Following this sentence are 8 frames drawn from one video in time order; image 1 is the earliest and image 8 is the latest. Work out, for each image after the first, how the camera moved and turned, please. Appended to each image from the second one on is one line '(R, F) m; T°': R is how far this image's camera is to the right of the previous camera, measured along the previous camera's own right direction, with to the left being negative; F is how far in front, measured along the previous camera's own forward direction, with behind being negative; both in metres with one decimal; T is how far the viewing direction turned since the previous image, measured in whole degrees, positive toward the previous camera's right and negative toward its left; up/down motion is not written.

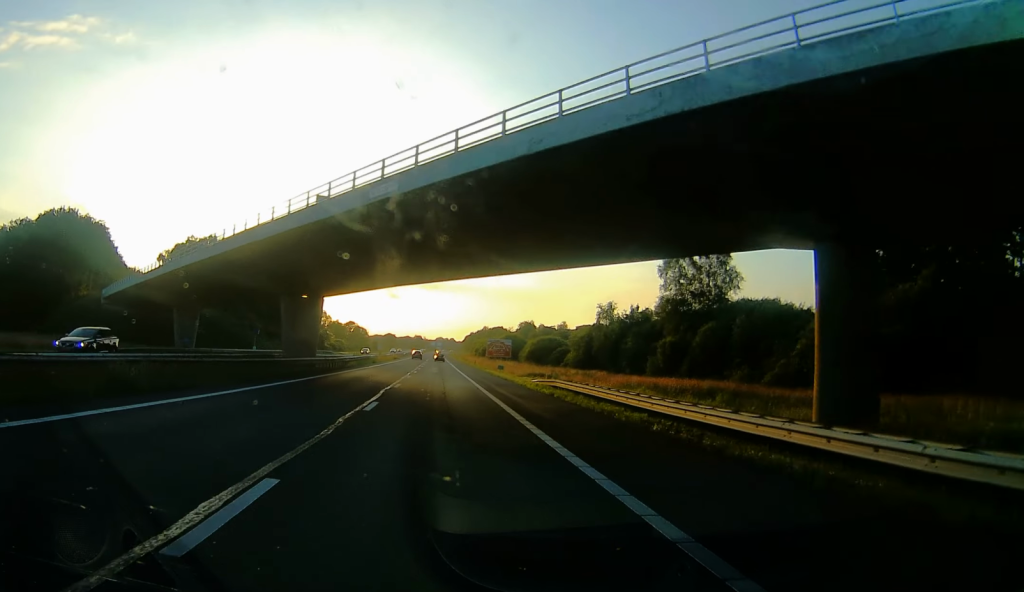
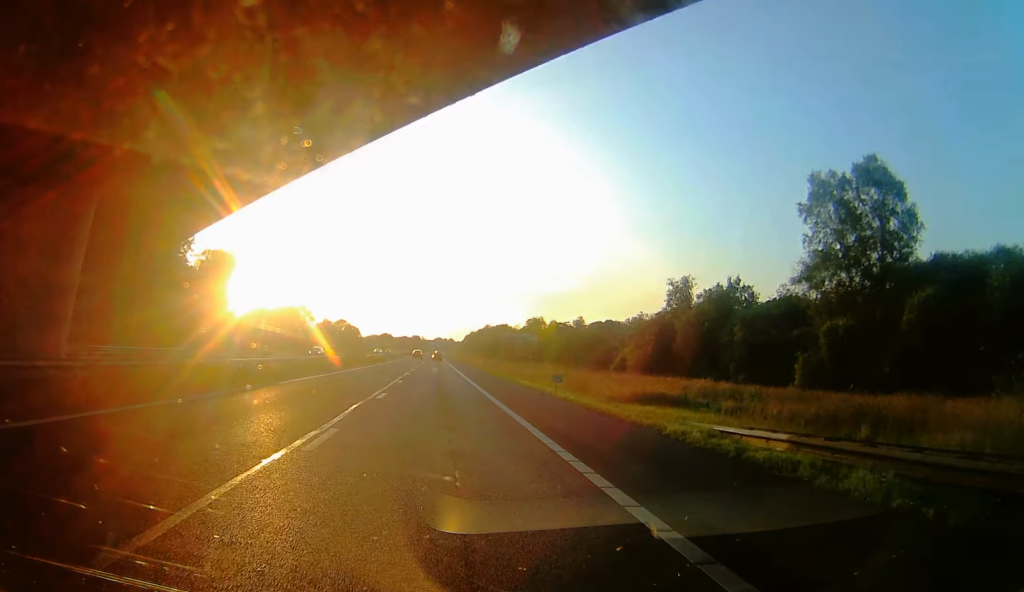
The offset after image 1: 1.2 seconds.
(-0.8, +31.9) m; -3°
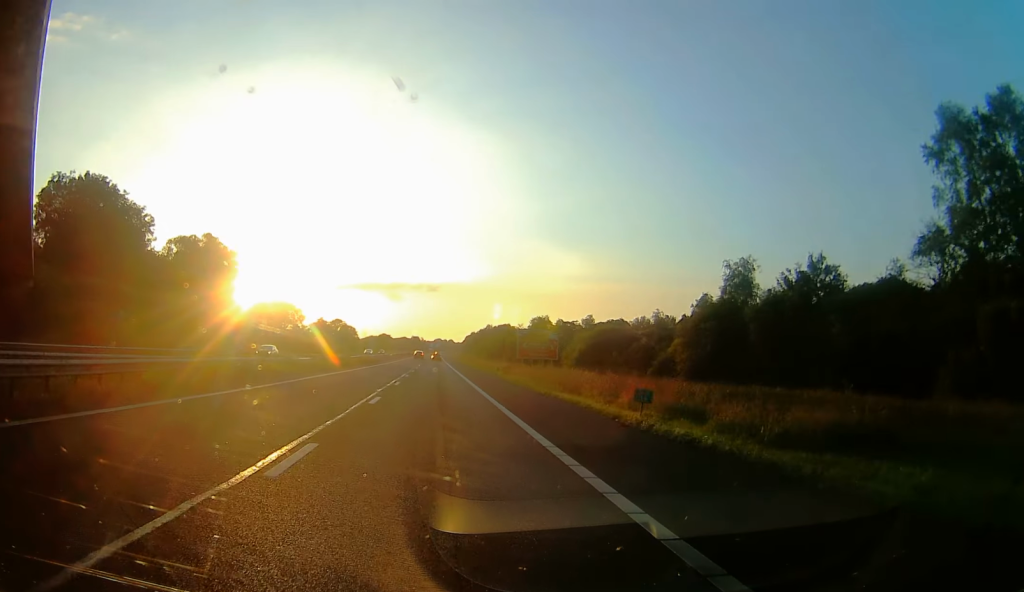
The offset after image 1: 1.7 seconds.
(-0.3, +14.3) m; +1°
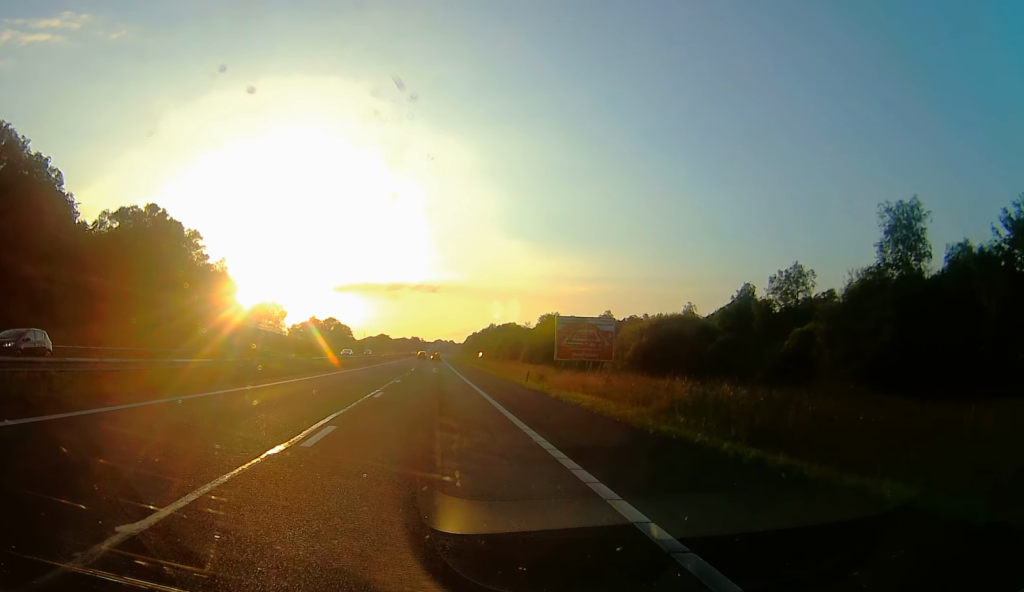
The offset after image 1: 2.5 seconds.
(+0.2, +22.0) m; +1°
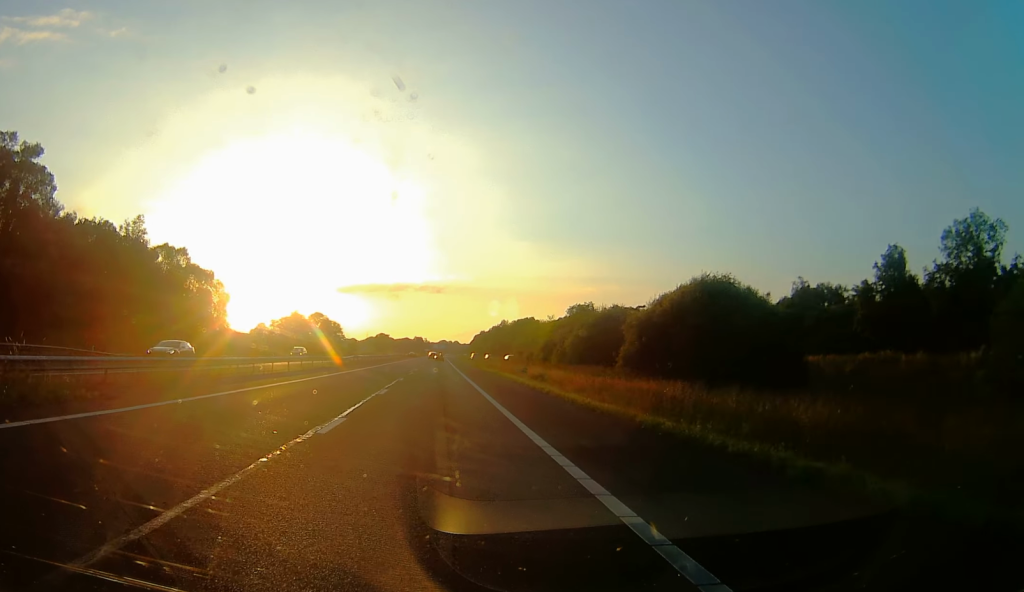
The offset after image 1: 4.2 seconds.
(+0.2, +47.2) m; -3°
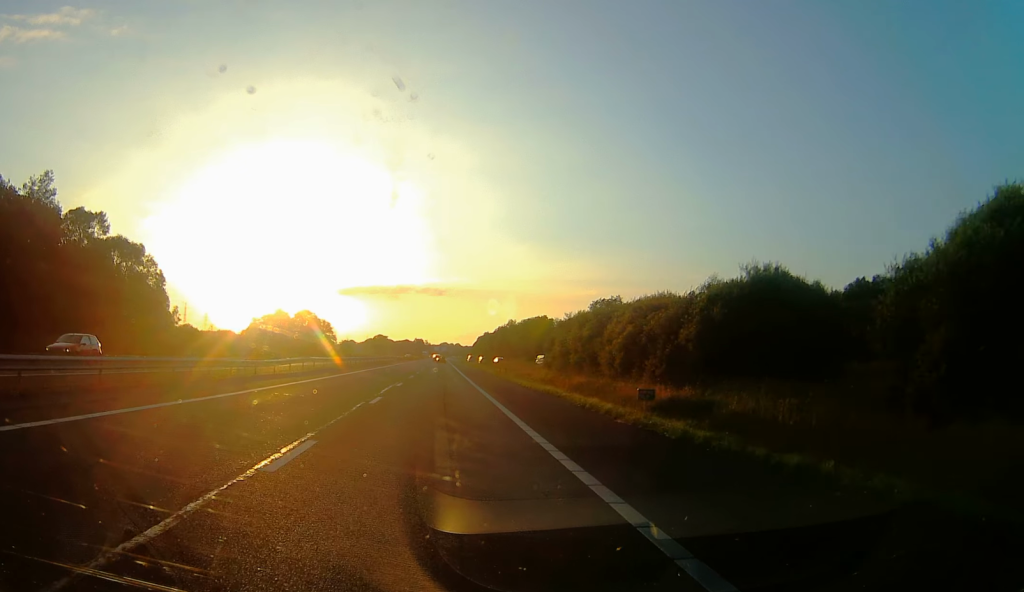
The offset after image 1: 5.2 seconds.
(-0.4, +28.6) m; +2°
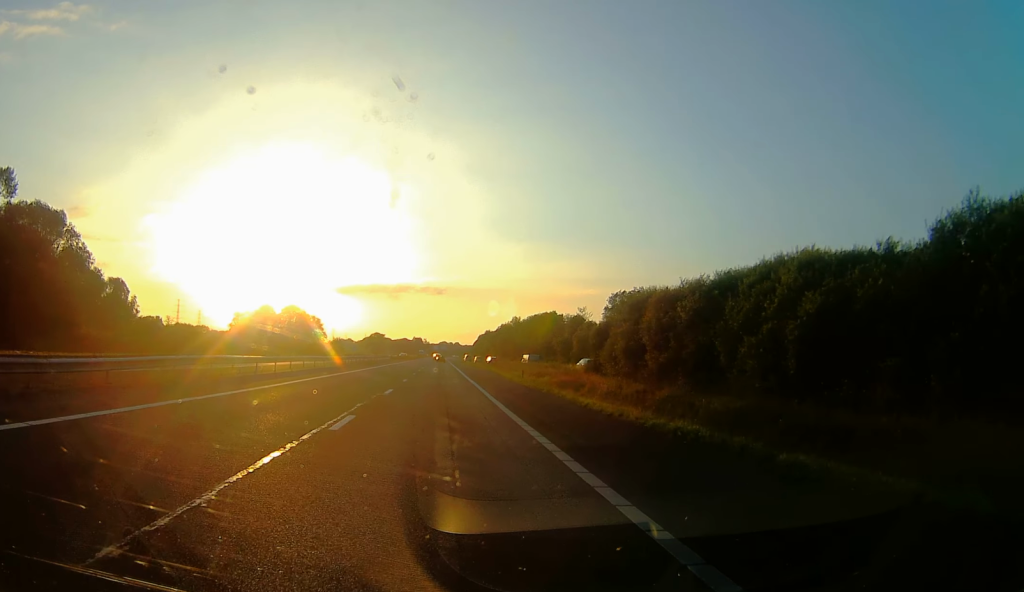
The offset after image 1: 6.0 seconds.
(+1.2, +19.9) m; 0°
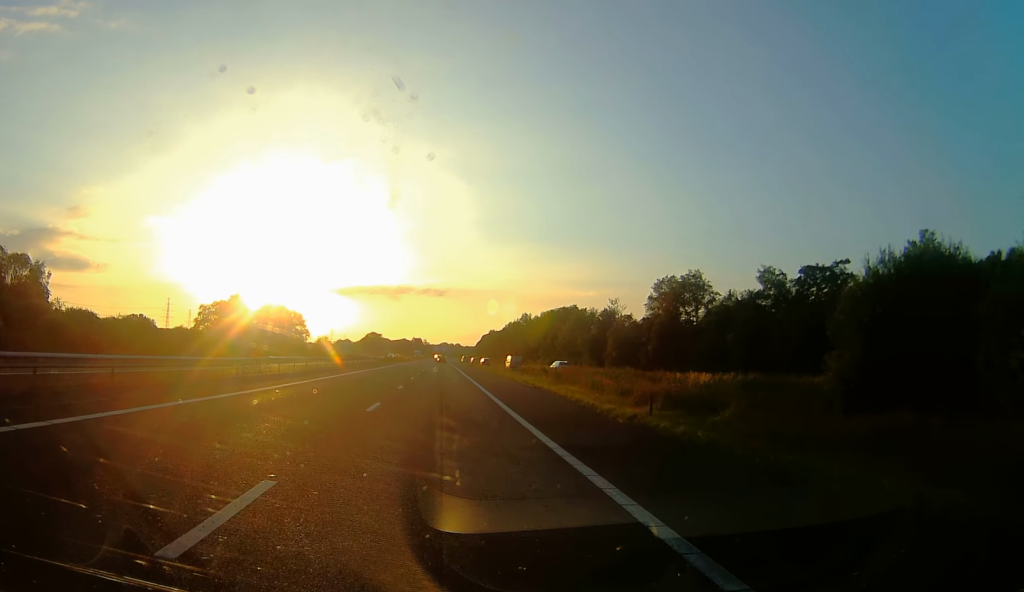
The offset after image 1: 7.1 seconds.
(-1.4, +31.9) m; -2°
